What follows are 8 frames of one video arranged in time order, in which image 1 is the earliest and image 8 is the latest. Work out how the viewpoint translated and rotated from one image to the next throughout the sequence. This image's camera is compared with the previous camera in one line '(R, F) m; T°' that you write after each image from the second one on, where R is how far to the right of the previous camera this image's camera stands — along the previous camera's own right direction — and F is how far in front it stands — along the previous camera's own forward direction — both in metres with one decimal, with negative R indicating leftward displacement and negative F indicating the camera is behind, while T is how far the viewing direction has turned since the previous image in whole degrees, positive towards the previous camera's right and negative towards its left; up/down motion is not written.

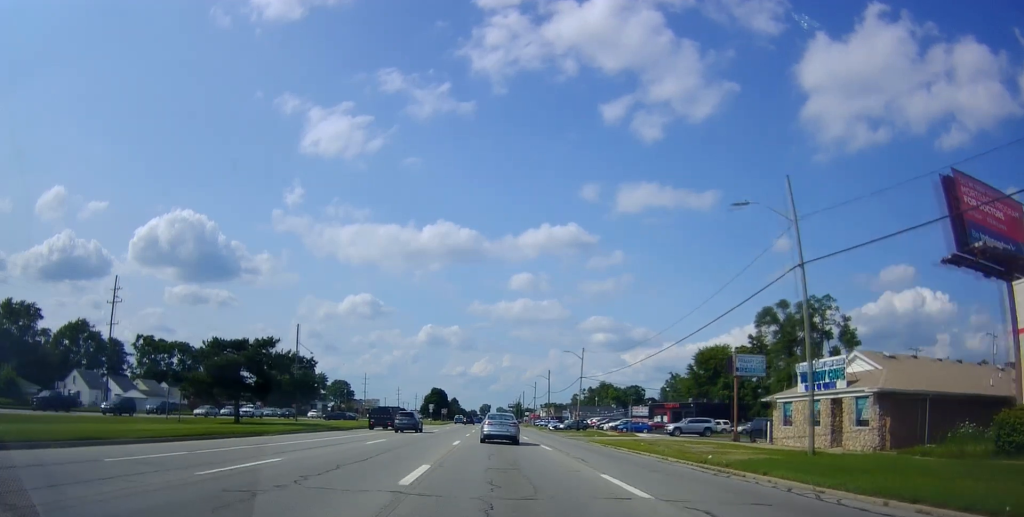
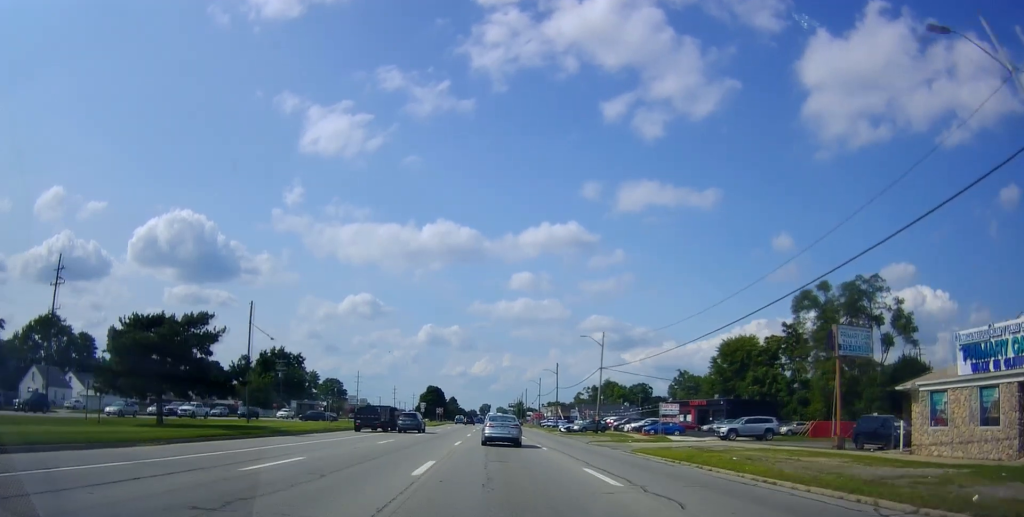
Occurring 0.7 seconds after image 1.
(-0.5, +13.4) m; -1°
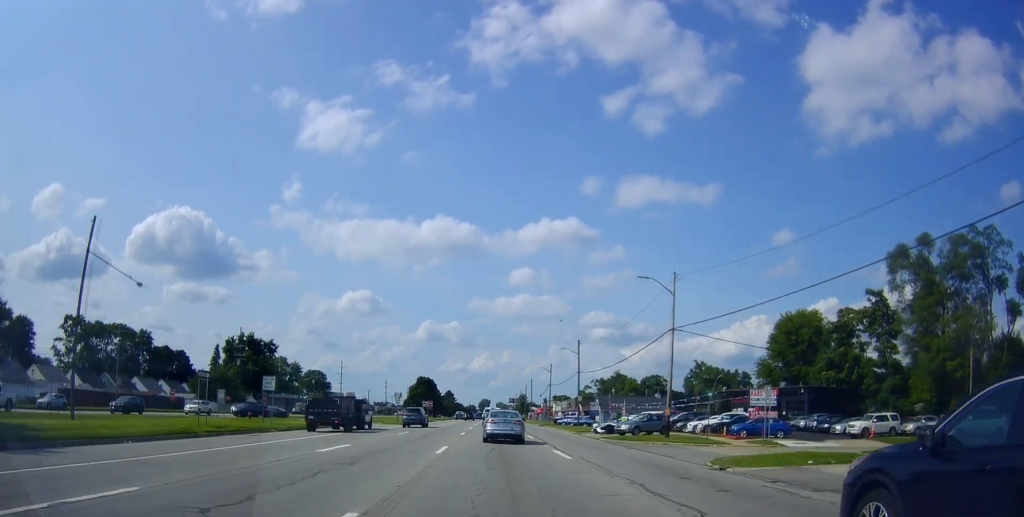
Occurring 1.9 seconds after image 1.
(+0.6, +24.2) m; +2°
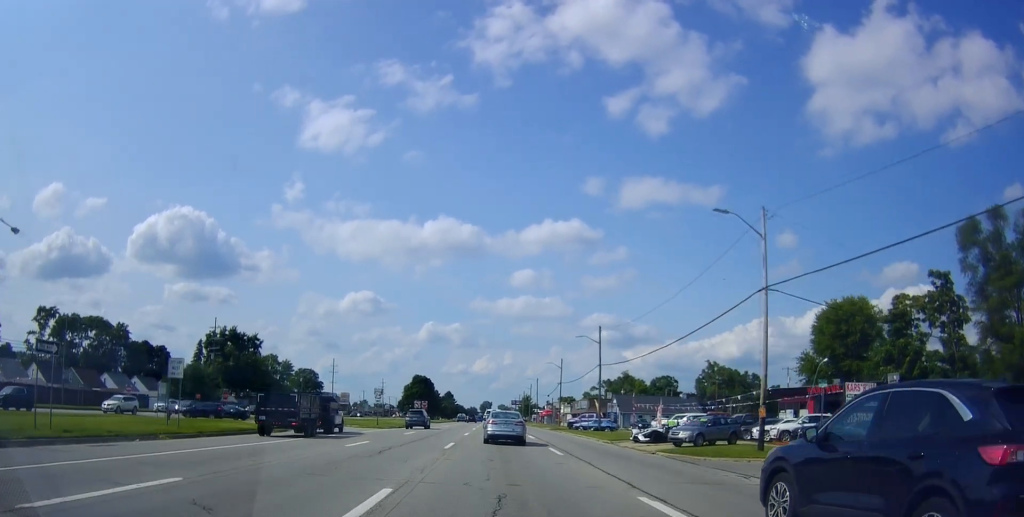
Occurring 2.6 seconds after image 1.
(+0.3, +12.9) m; 0°
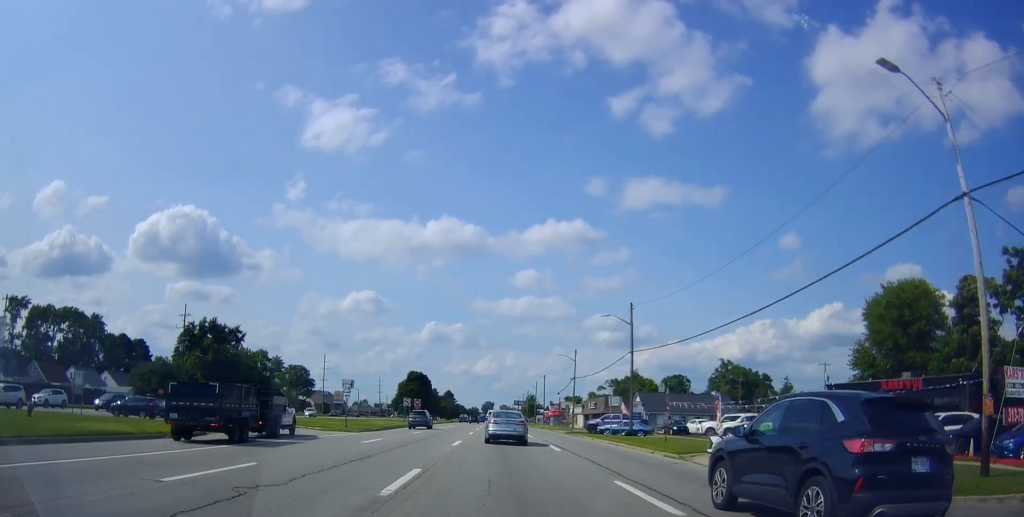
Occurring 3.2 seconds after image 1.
(-0.3, +12.4) m; -1°
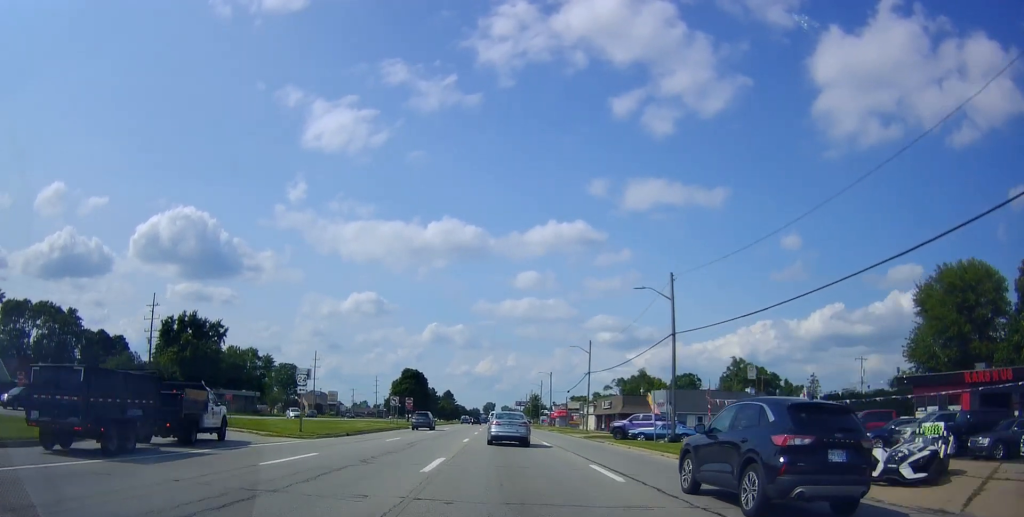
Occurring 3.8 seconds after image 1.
(-0.1, +10.5) m; 0°
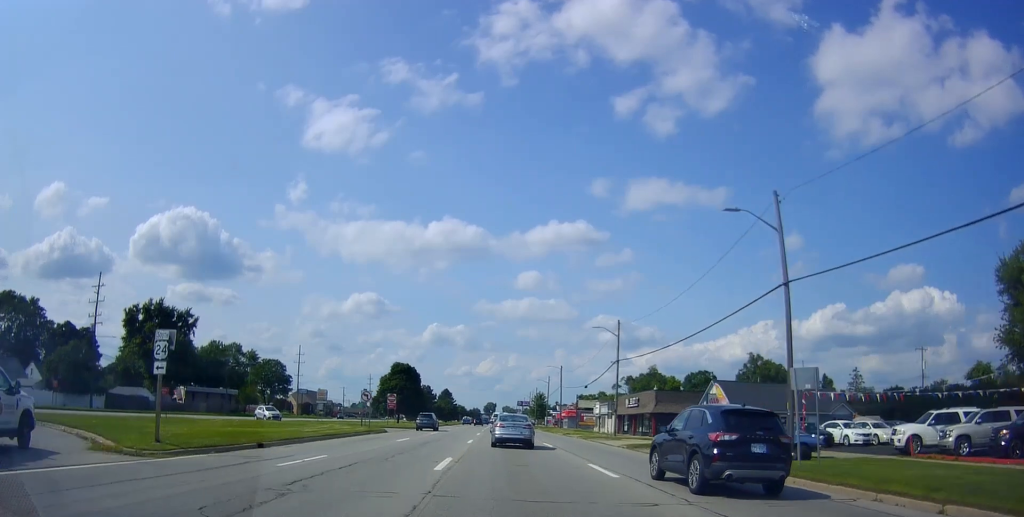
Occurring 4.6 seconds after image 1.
(0.0, +14.6) m; +1°
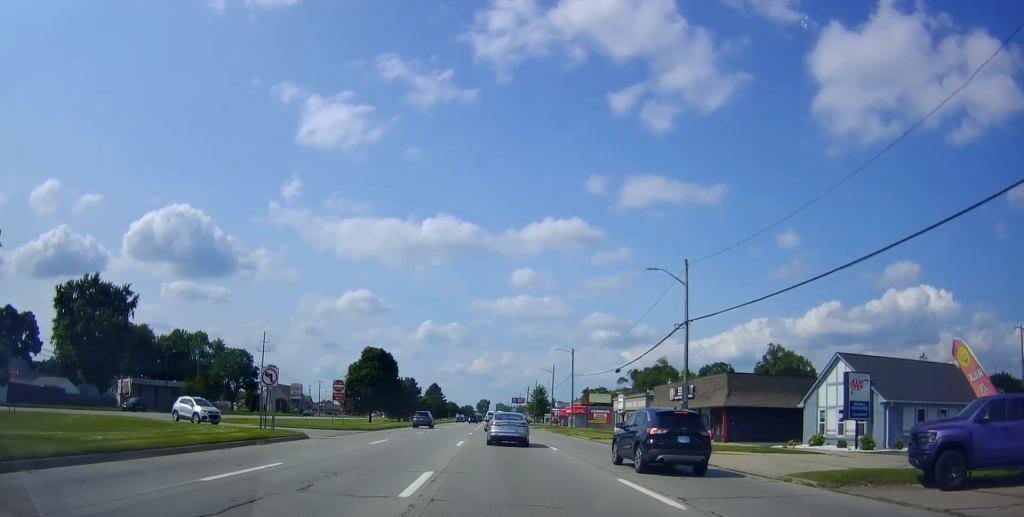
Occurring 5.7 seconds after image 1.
(+0.3, +20.4) m; 0°
